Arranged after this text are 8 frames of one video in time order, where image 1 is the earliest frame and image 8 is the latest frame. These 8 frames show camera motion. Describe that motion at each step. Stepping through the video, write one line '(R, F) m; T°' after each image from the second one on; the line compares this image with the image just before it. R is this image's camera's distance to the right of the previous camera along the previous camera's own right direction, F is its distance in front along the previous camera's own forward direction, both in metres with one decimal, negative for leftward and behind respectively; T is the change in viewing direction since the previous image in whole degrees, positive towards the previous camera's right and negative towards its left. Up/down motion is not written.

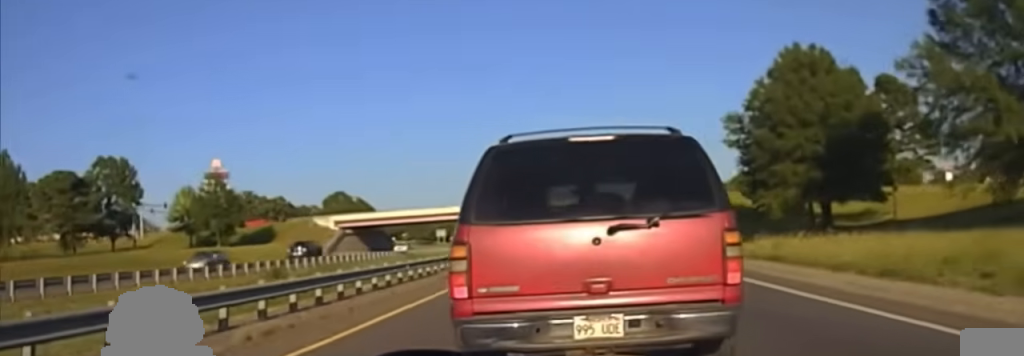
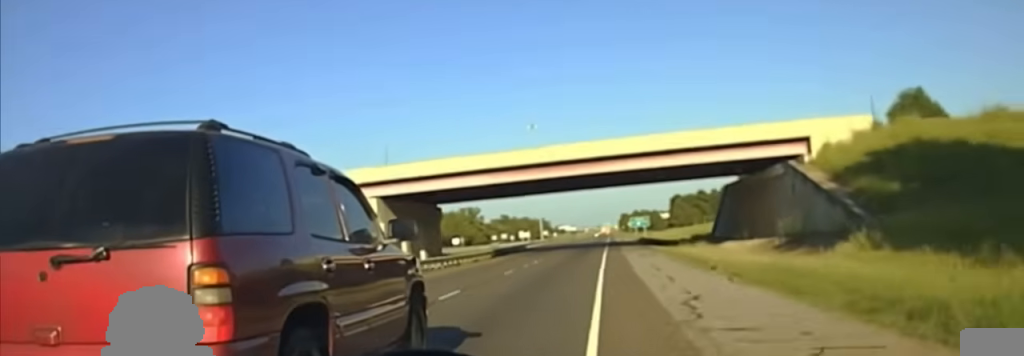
(+2.0, +79.3) m; +1°
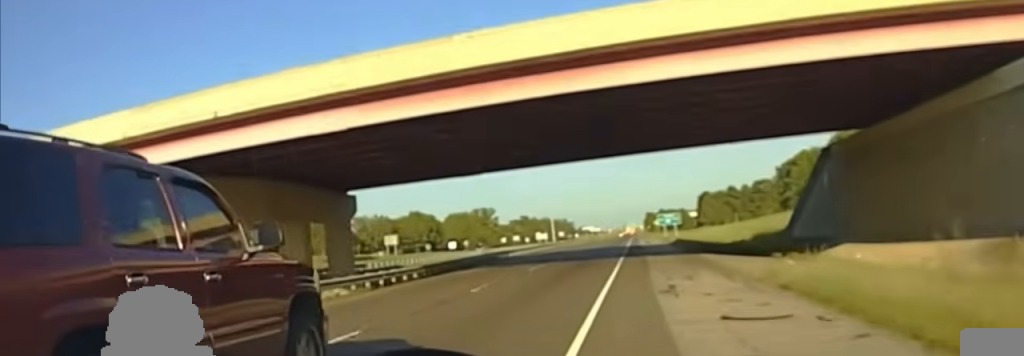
(-0.1, +32.4) m; 0°
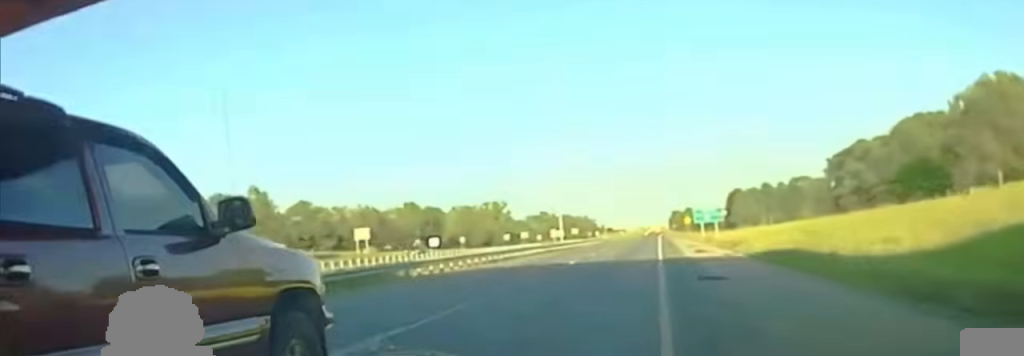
(-0.1, +36.8) m; -1°
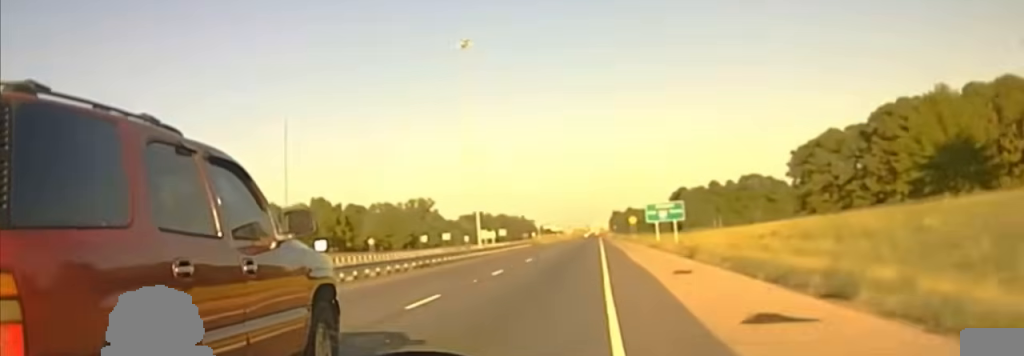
(-0.3, +32.5) m; 0°
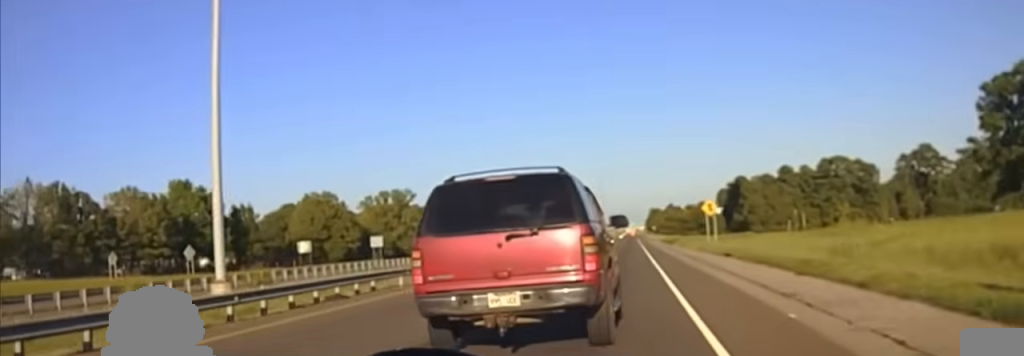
(-0.7, +95.0) m; -1°
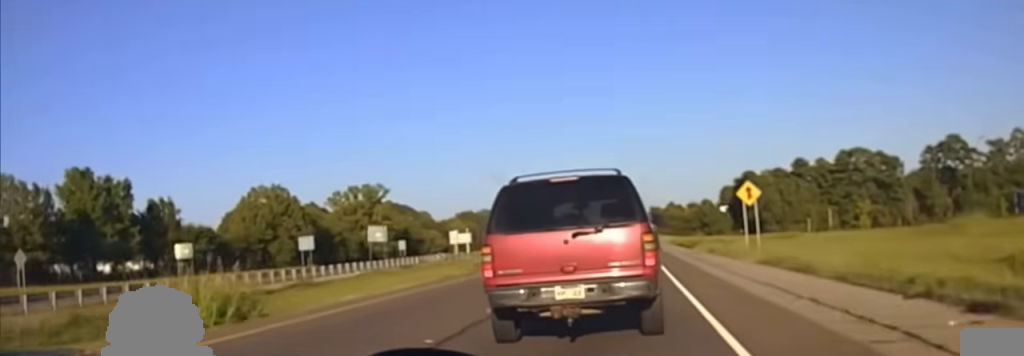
(0.0, +27.9) m; 0°
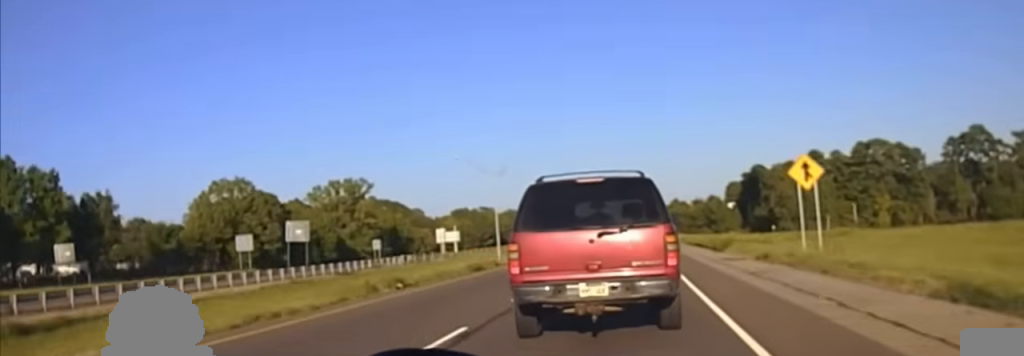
(0.0, +18.3) m; 0°
